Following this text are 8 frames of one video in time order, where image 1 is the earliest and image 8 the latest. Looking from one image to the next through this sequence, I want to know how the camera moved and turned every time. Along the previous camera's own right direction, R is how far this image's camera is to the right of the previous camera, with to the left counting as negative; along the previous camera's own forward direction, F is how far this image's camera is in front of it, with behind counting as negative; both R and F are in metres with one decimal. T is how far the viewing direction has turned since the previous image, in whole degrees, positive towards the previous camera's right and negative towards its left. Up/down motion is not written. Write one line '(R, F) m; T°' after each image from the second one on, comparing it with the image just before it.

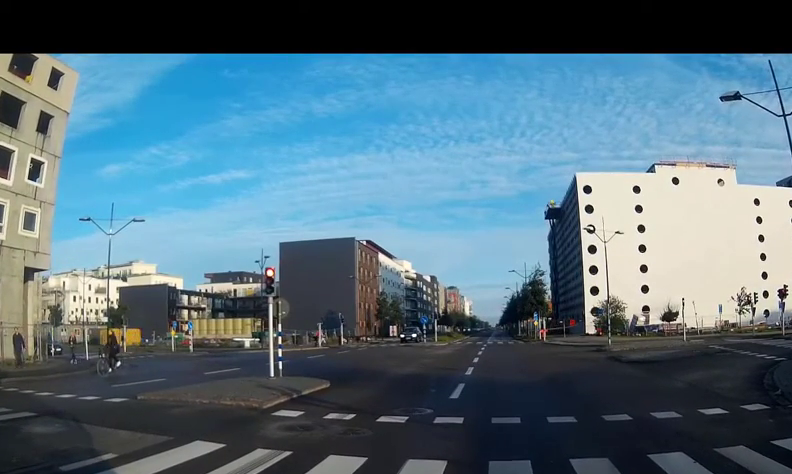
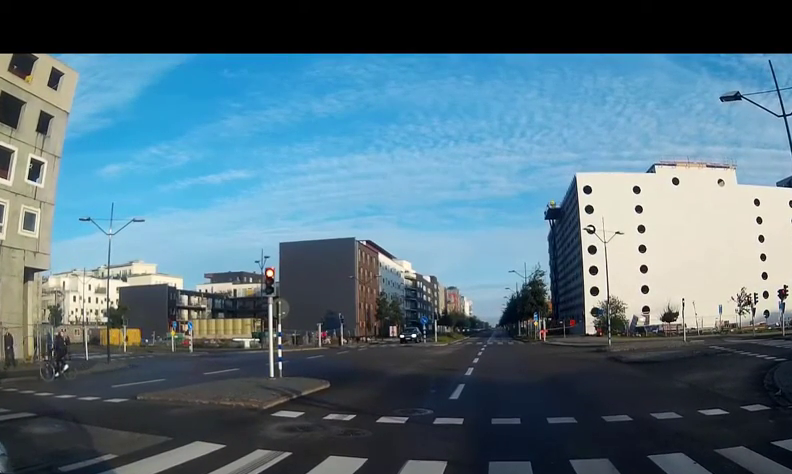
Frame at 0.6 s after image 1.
(0.0, 0.0) m; 0°
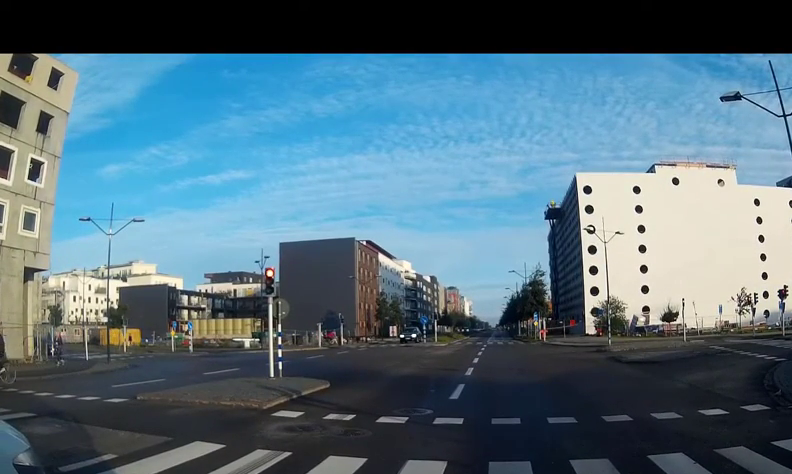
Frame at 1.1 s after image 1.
(0.0, 0.0) m; 0°
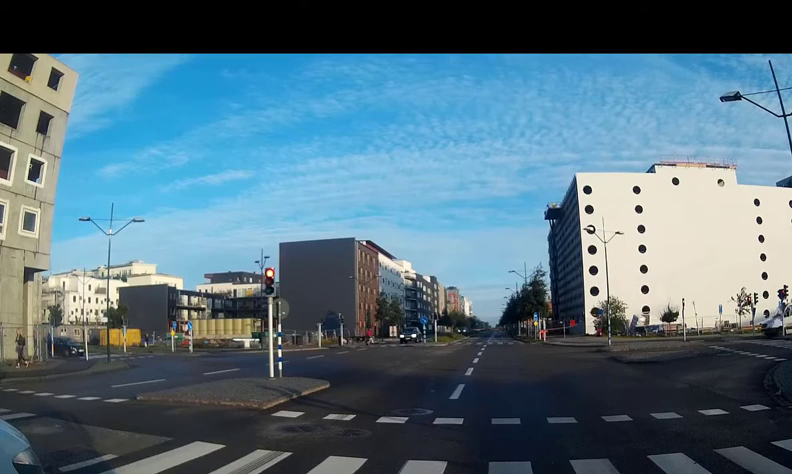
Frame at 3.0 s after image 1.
(0.0, 0.0) m; 0°
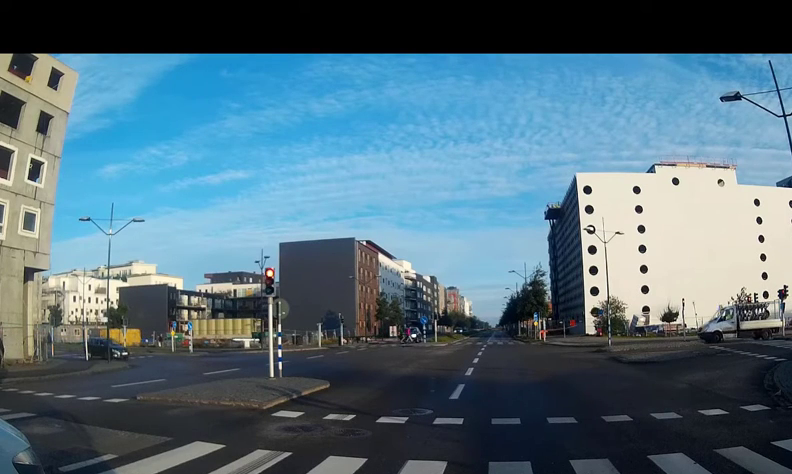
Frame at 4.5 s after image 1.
(0.0, 0.0) m; 0°
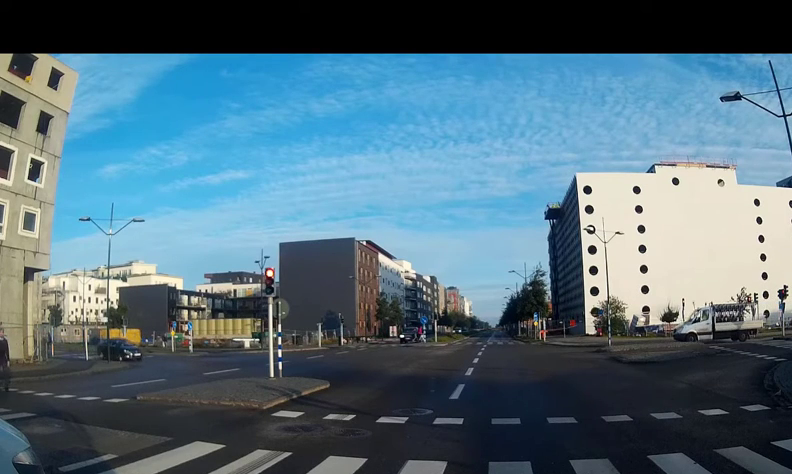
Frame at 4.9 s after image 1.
(0.0, 0.0) m; 0°
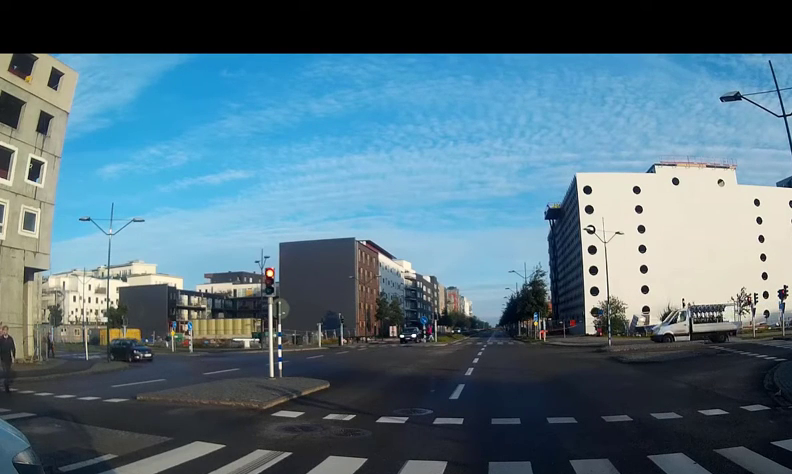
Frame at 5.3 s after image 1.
(0.0, 0.0) m; 0°
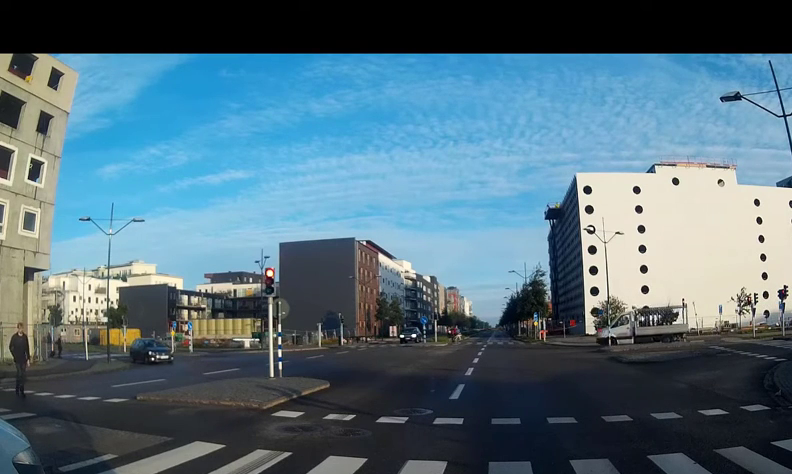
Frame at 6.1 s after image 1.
(0.0, 0.0) m; 0°
